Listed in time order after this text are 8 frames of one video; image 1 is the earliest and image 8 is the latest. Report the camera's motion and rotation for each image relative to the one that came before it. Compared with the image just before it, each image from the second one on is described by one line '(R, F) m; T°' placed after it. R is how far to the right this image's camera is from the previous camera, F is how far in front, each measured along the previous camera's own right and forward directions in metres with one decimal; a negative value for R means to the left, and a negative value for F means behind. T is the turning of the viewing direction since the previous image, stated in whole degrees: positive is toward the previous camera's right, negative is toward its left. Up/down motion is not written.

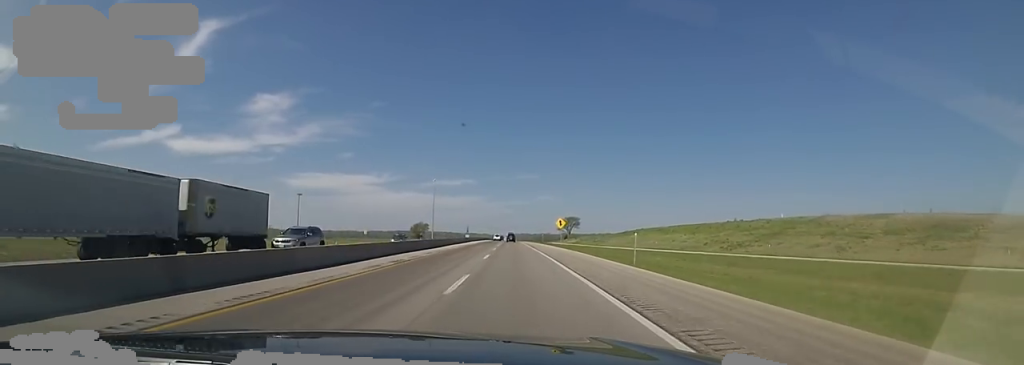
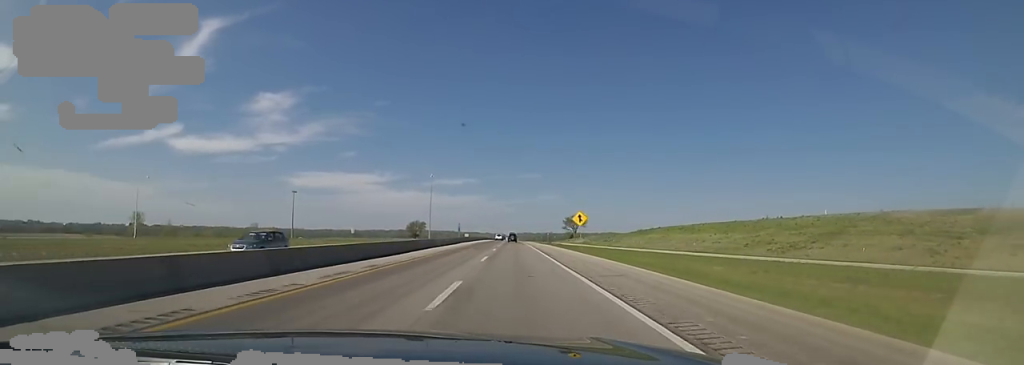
(0.0, +17.4) m; 0°
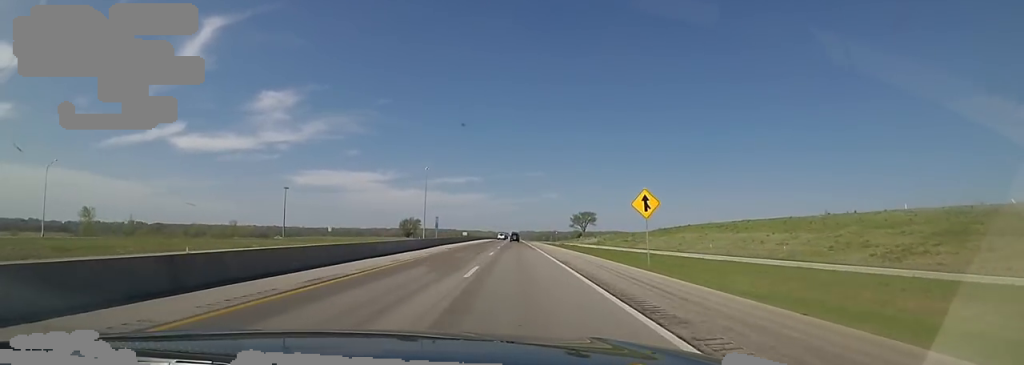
(-0.4, +23.7) m; 0°
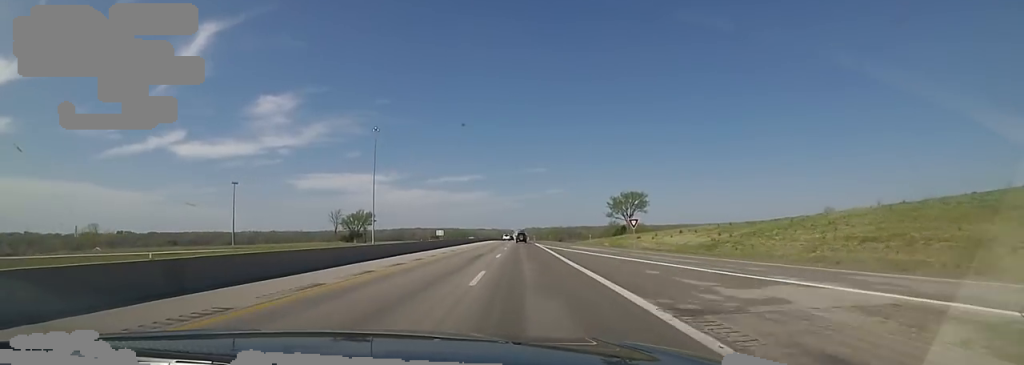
(-2.4, +92.5) m; -2°
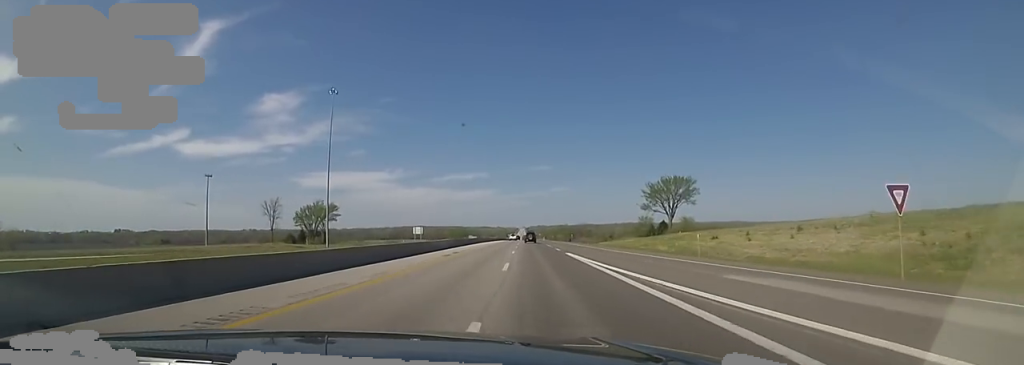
(+0.6, +41.4) m; 0°
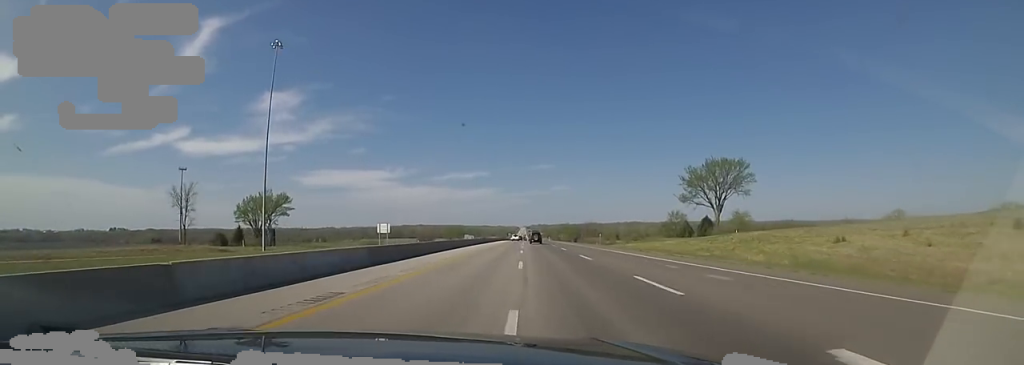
(-0.8, +28.8) m; 0°
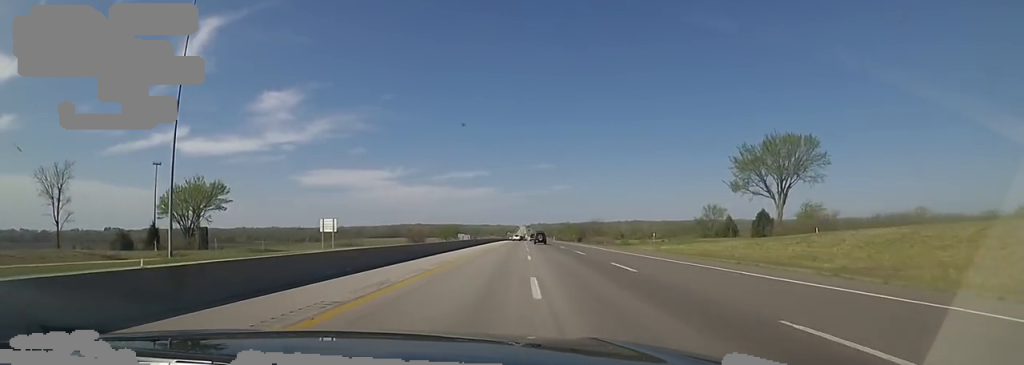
(+0.7, +23.8) m; +1°
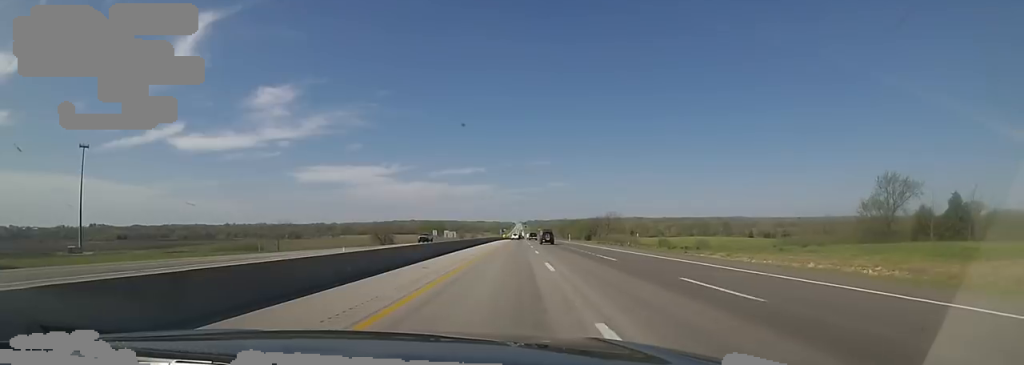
(-0.1, +52.9) m; 0°
